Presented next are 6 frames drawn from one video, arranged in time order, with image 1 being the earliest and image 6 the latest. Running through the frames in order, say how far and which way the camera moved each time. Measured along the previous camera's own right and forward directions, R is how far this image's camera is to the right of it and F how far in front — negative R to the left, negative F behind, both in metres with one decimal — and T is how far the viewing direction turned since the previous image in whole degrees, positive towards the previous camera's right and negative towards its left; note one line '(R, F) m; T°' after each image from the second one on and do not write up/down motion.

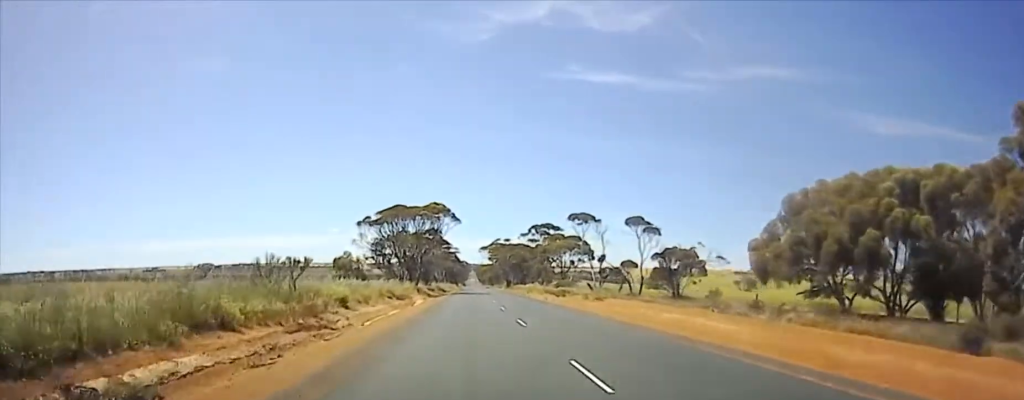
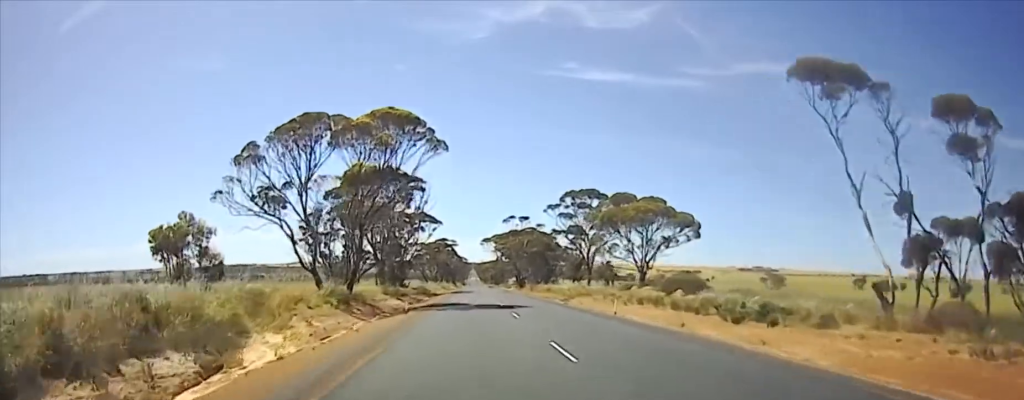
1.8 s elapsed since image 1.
(-1.2, +42.3) m; -3°
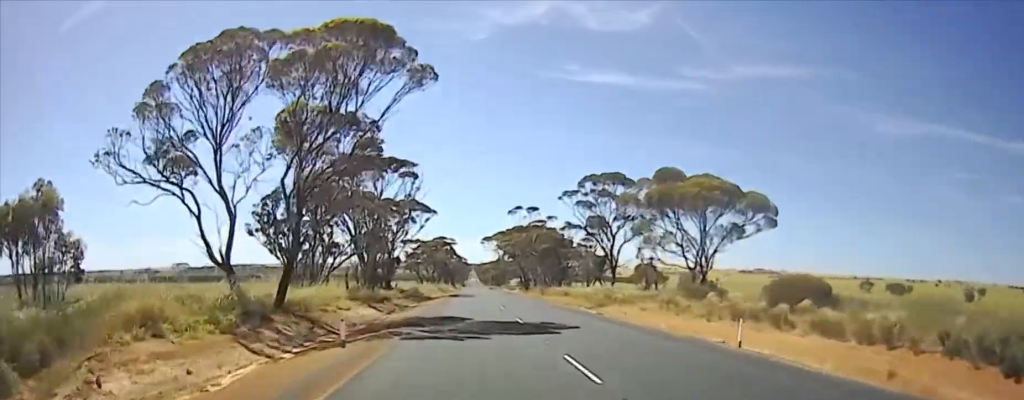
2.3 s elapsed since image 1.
(0.0, +12.3) m; +1°
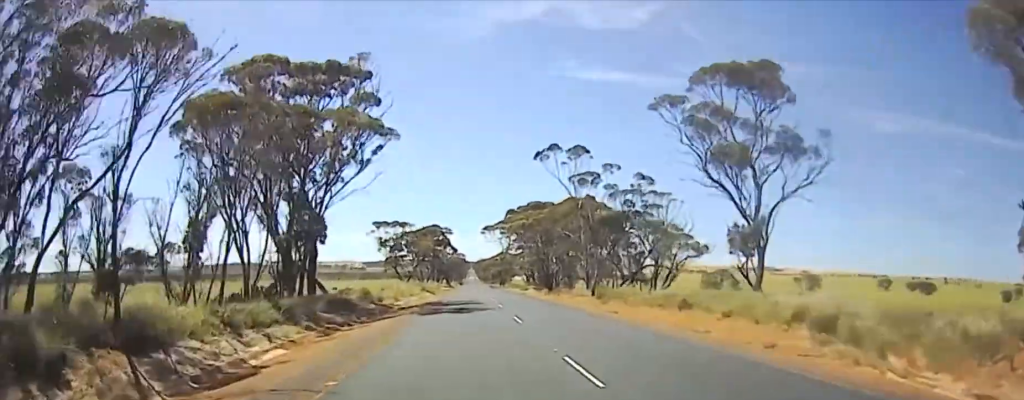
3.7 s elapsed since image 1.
(+0.9, +36.1) m; +2°
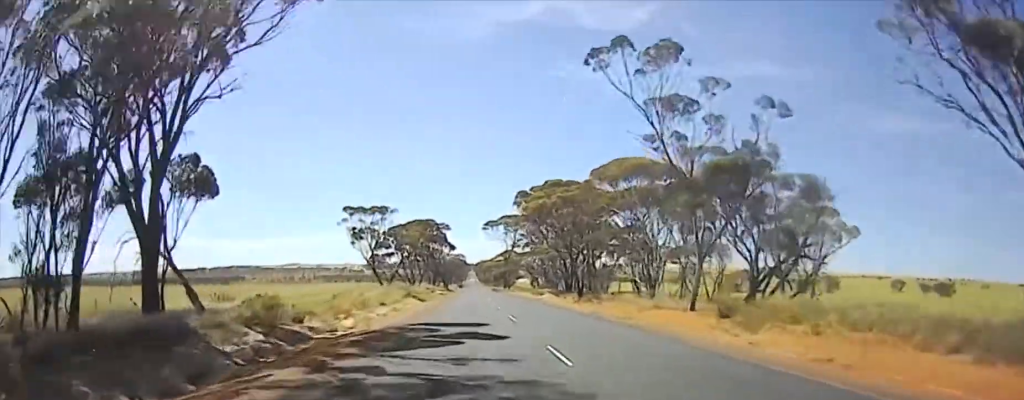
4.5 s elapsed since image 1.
(0.0, +26.4) m; 0°
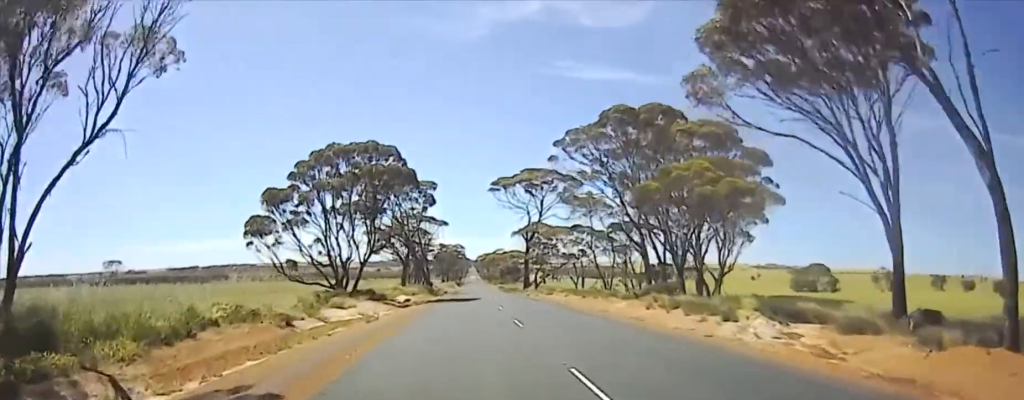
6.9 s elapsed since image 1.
(-1.6, +73.2) m; -3°
